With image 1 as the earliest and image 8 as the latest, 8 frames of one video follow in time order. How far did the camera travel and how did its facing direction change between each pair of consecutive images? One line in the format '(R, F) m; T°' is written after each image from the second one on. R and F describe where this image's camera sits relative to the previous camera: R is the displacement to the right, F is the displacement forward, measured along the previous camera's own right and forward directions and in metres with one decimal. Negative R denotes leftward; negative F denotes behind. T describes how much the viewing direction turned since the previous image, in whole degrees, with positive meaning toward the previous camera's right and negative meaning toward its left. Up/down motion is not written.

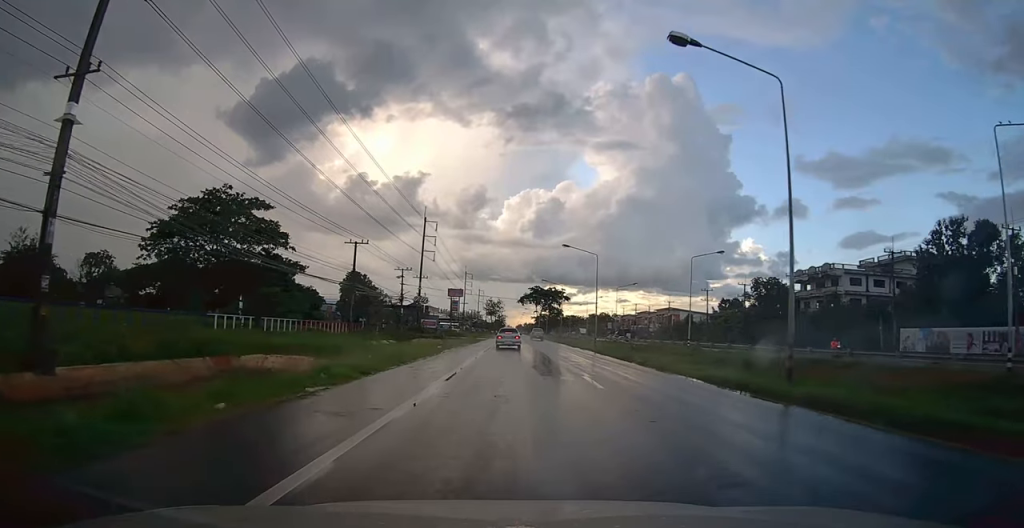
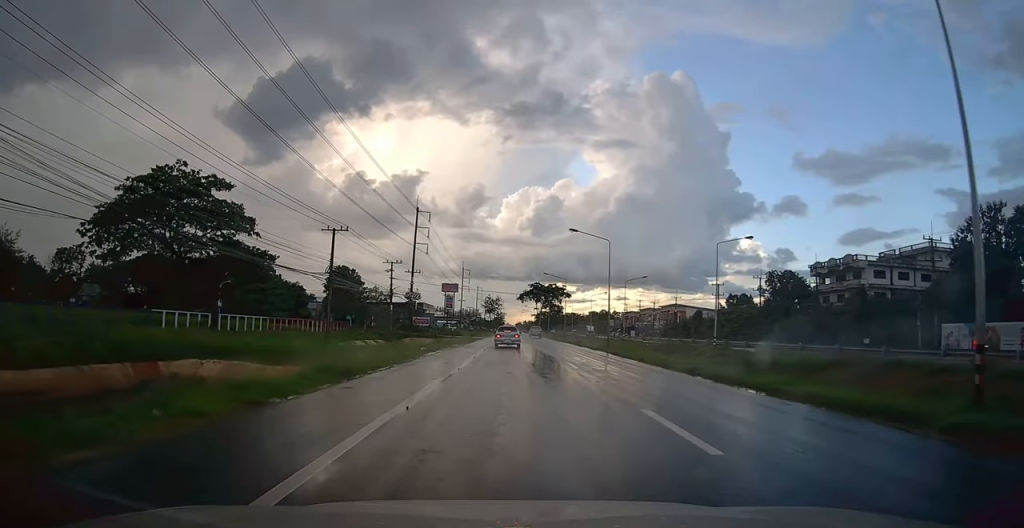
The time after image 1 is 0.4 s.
(-0.1, +7.0) m; 0°
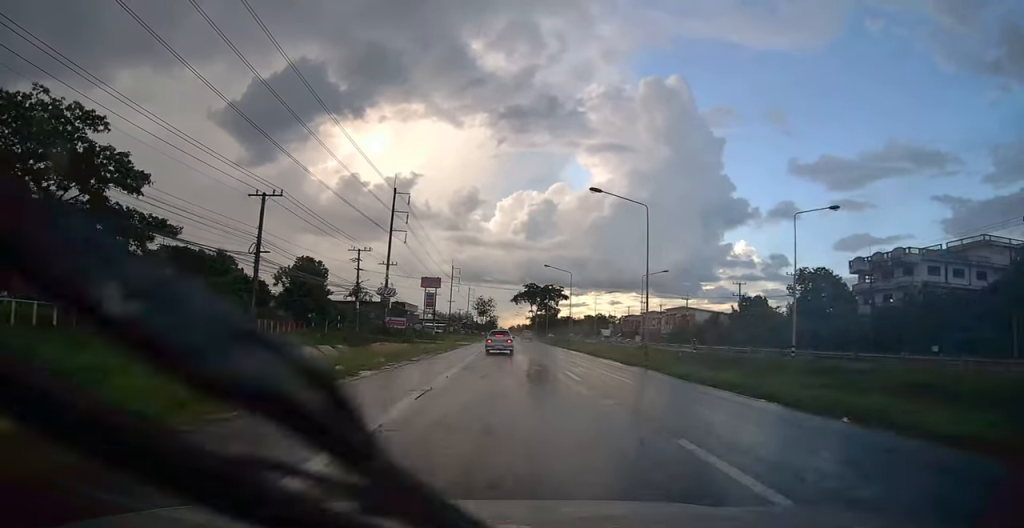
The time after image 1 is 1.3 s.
(+0.1, +14.6) m; +1°
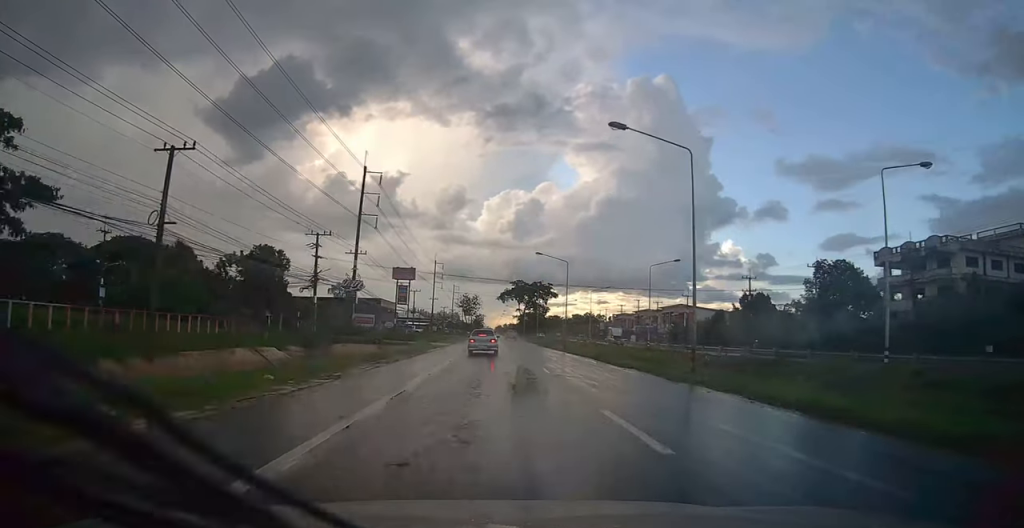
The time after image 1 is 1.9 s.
(+0.1, +9.8) m; +1°
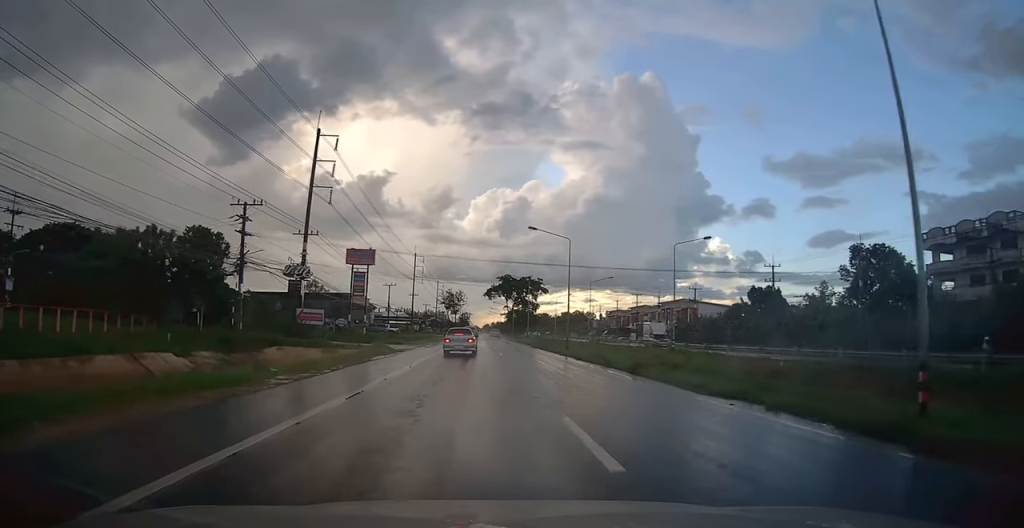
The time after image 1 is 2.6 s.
(0.0, +13.0) m; +1°
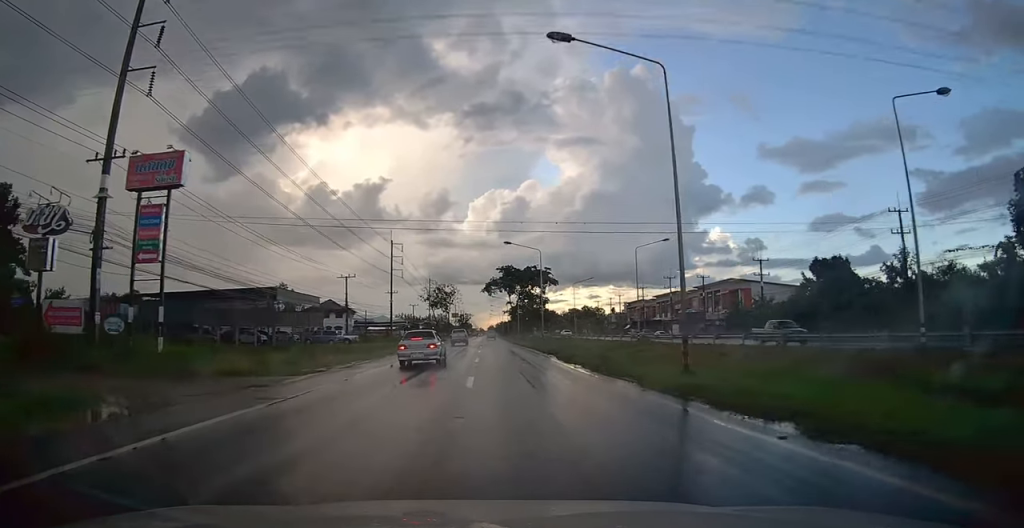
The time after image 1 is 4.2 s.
(+0.3, +27.9) m; 0°
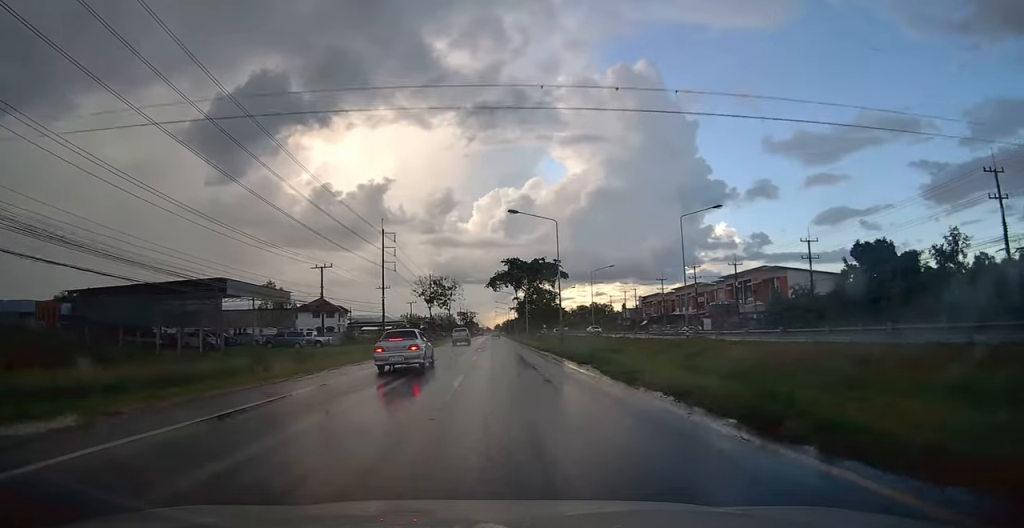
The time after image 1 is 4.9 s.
(0.0, +11.9) m; -1°
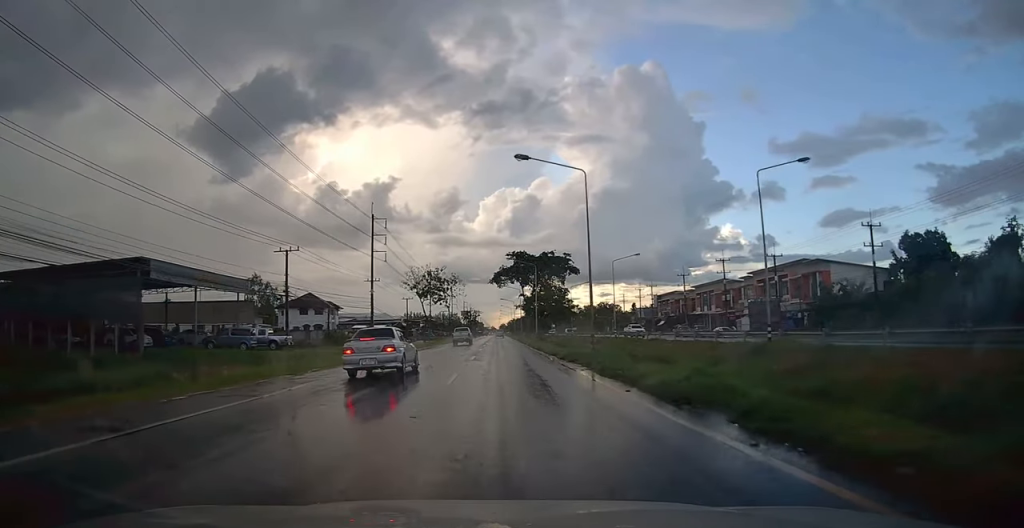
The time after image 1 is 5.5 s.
(-0.1, +12.0) m; -1°
